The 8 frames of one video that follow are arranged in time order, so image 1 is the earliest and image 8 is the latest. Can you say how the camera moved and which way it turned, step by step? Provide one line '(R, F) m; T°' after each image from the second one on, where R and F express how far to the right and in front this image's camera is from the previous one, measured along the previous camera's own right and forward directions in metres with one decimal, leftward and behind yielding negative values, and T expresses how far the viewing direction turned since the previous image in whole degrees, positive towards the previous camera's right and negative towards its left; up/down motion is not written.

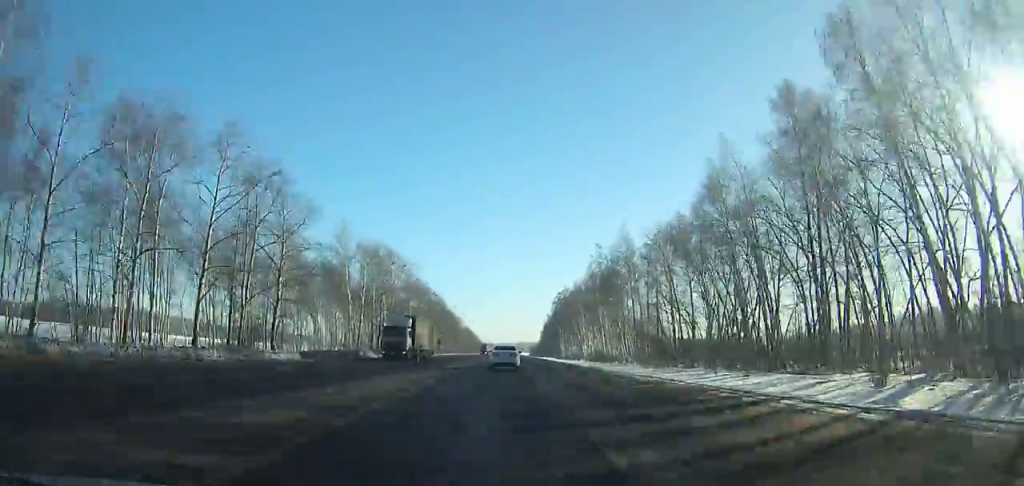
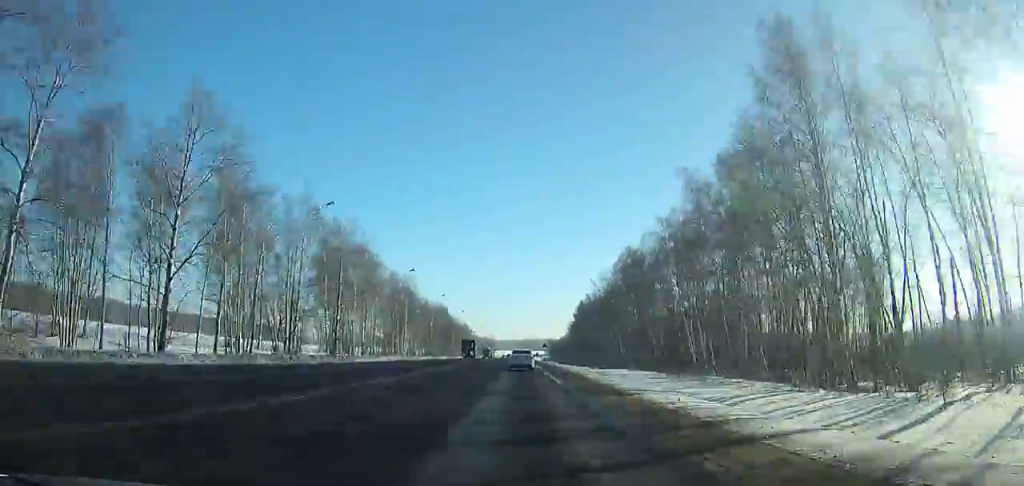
(-0.4, +170.2) m; 0°
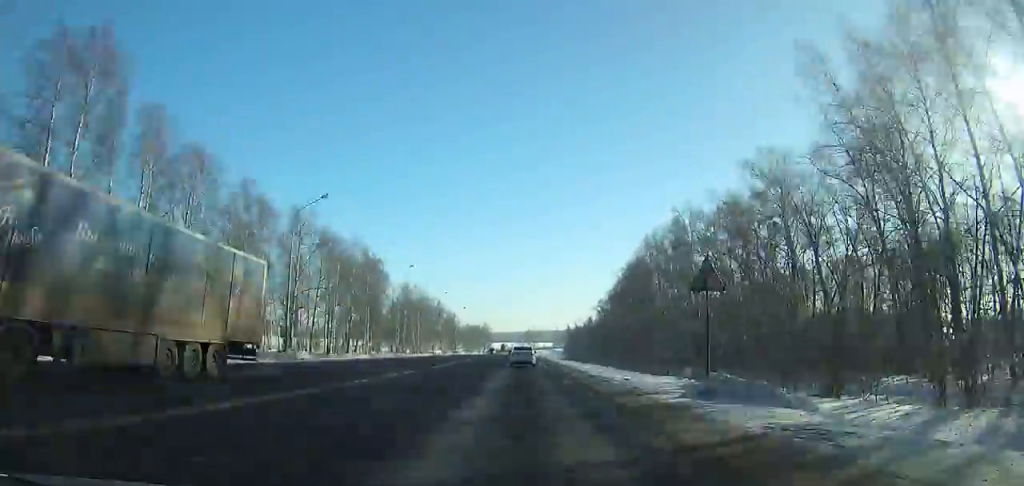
(0.0, +108.4) m; 0°
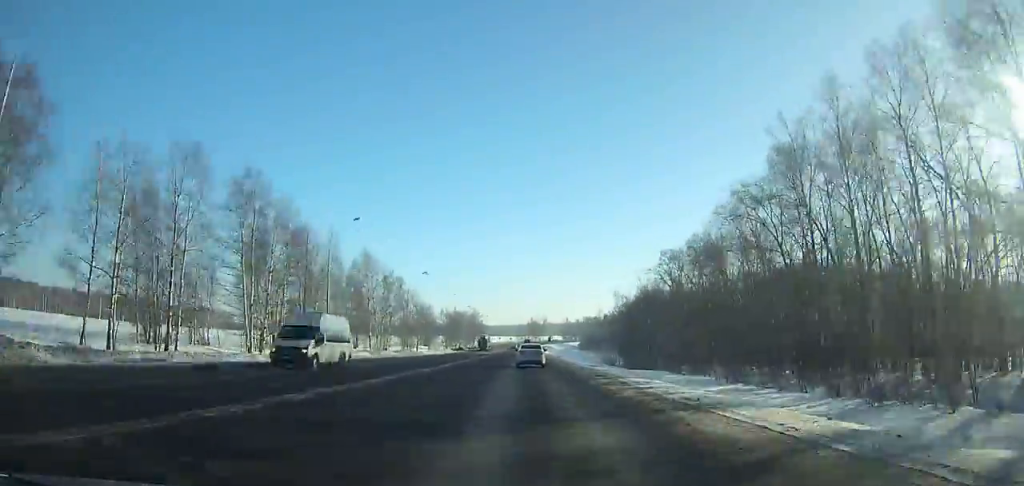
(-0.1, +94.7) m; 0°
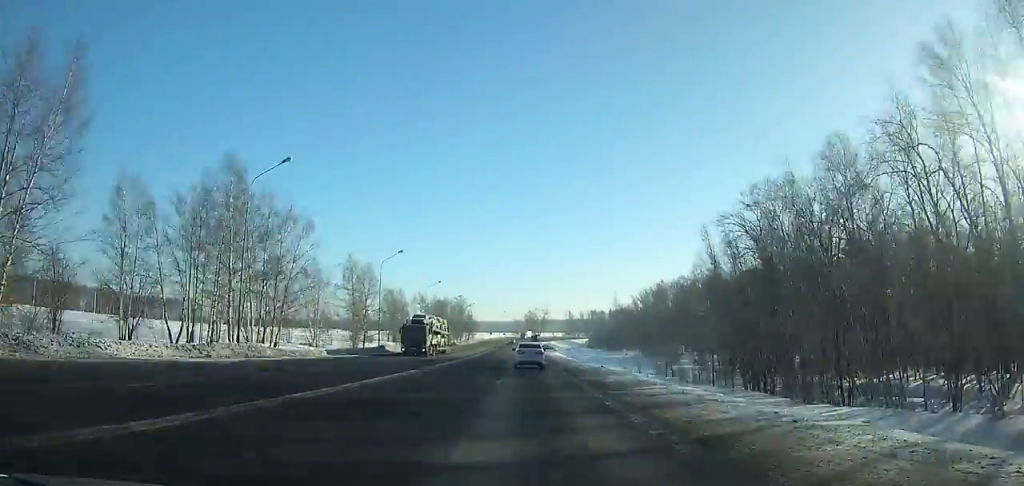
(0.0, +48.0) m; 0°
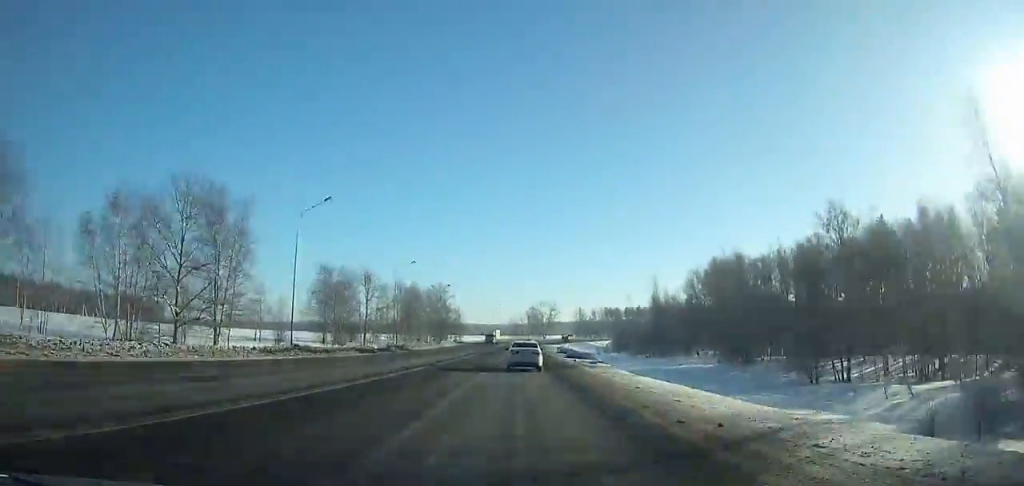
(+0.1, +56.5) m; 0°
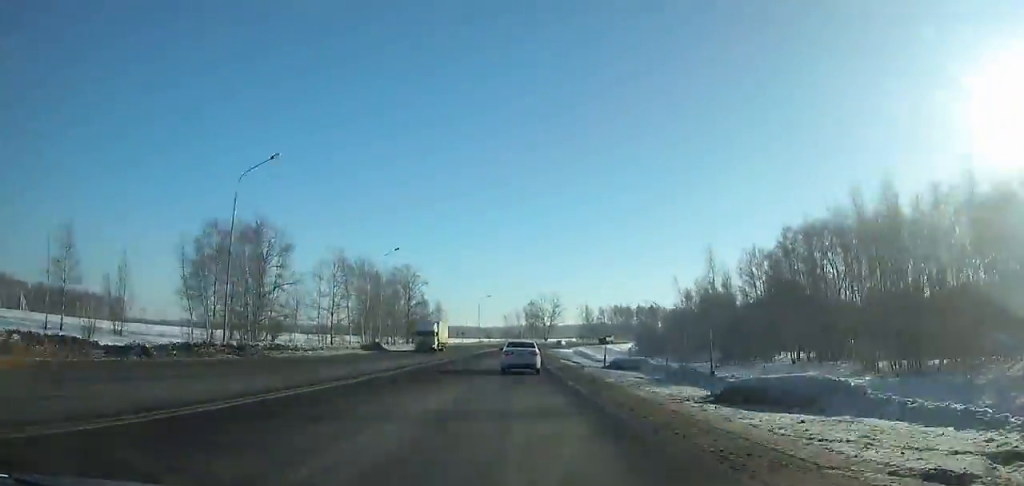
(+0.2, +41.6) m; +2°
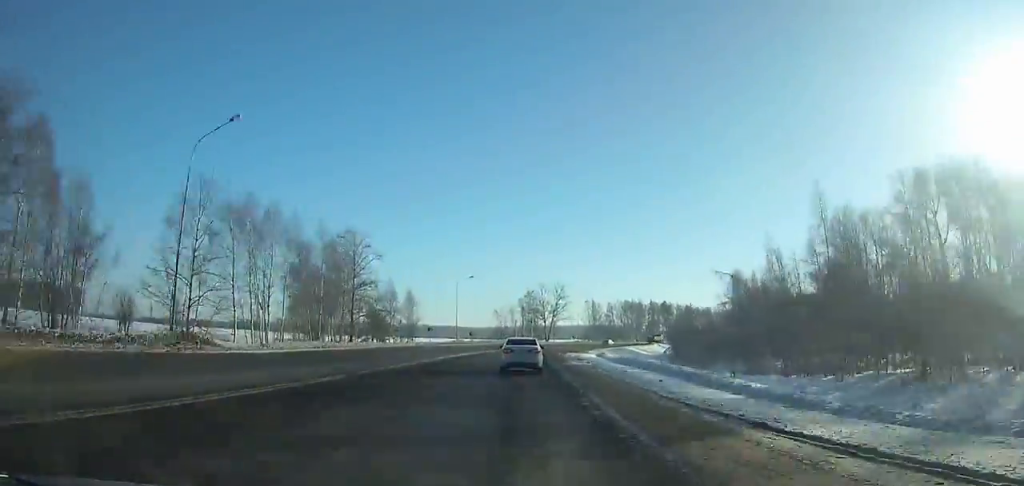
(-0.9, +38.3) m; +2°
